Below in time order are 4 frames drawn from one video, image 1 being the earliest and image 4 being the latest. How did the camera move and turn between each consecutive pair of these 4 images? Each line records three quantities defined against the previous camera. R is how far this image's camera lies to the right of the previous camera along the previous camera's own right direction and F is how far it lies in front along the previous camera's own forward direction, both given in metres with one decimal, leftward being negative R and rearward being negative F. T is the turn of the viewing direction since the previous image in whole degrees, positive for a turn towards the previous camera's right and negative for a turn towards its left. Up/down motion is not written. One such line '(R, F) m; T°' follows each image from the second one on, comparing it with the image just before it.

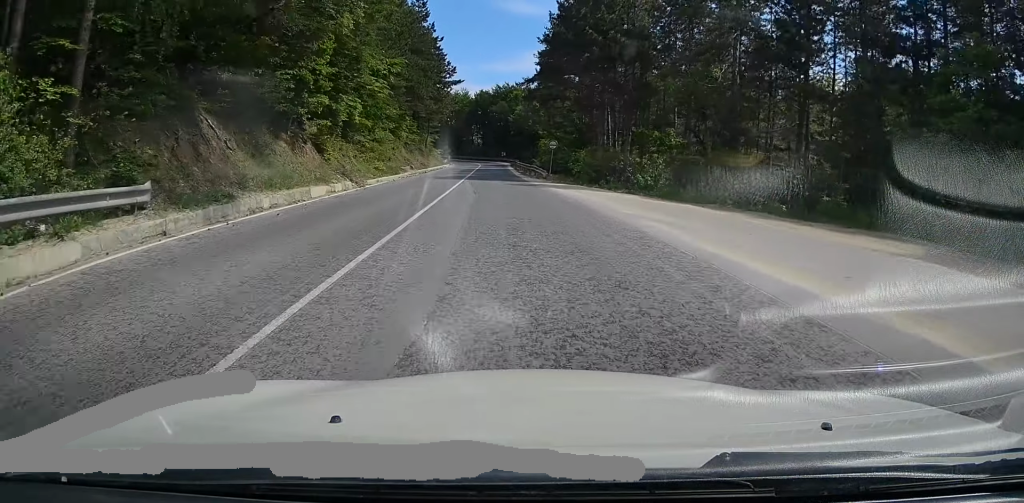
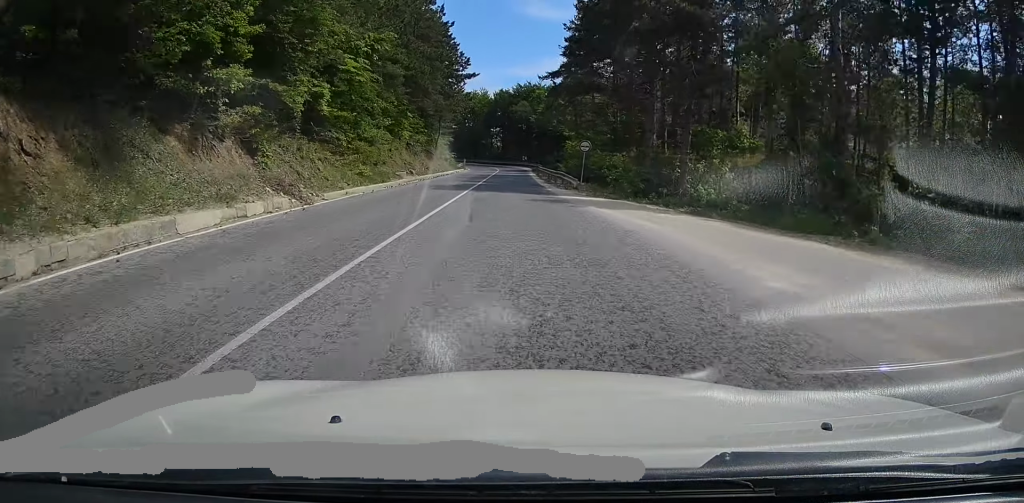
(-0.2, +8.9) m; -2°
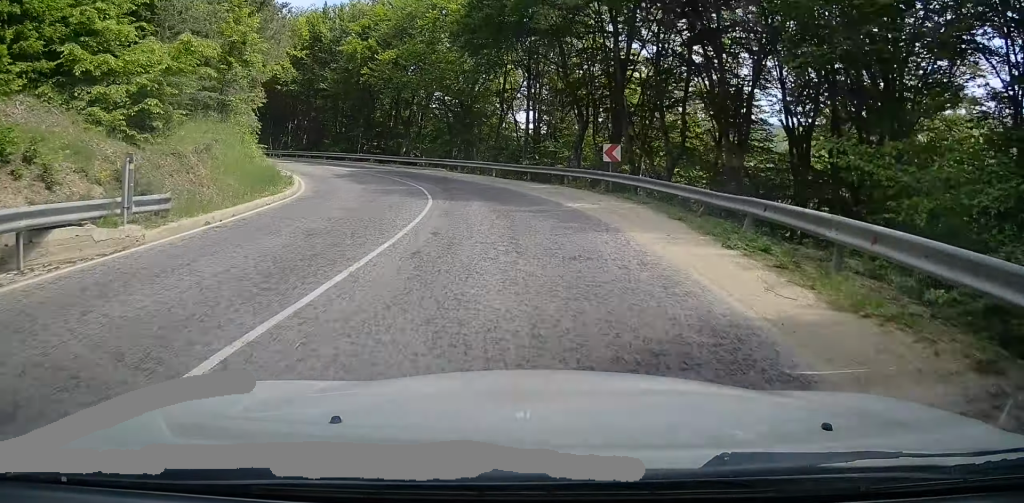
(-0.6, +77.1) m; -8°
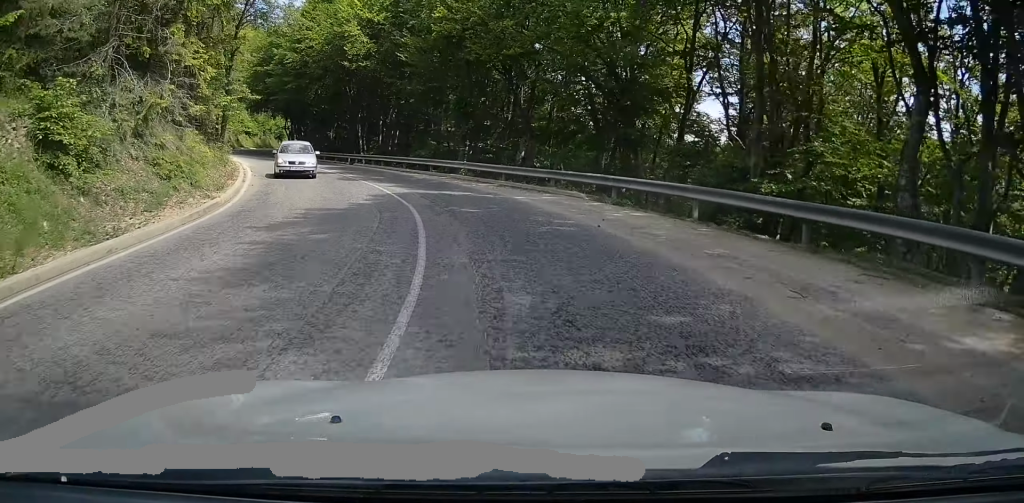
(-1.5, +19.7) m; -13°
